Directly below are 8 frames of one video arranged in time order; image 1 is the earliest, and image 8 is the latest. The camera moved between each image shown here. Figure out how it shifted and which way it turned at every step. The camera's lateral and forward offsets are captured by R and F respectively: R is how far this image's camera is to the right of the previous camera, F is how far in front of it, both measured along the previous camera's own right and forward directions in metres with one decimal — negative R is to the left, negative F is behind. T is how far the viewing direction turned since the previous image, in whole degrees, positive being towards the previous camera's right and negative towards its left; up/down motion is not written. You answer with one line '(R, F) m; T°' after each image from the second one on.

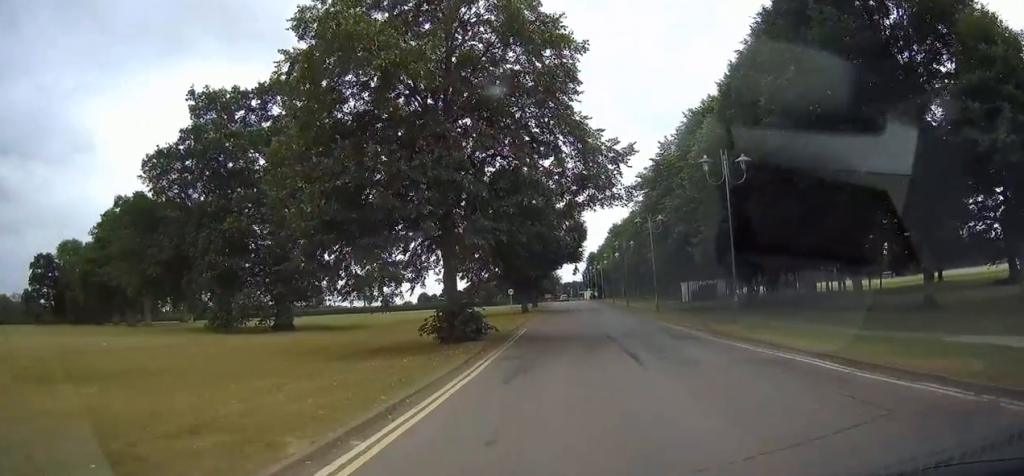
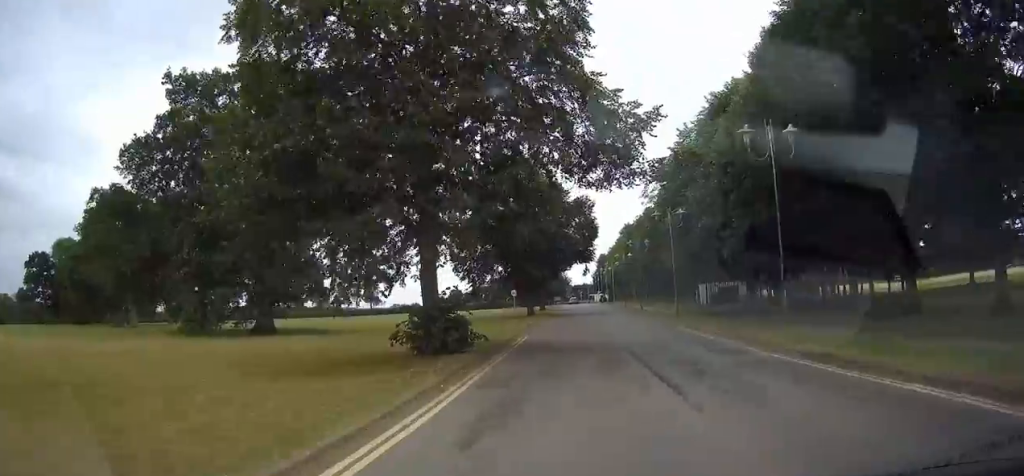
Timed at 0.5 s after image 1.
(0.0, +4.9) m; 0°
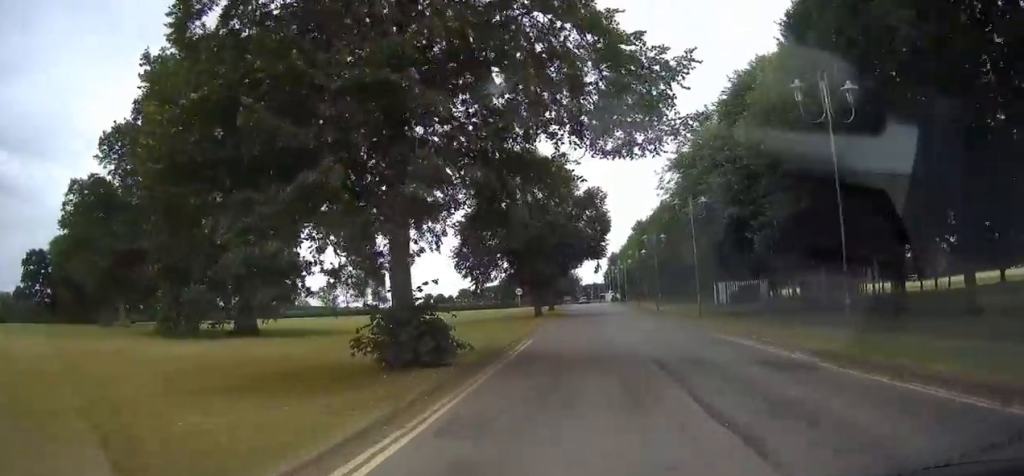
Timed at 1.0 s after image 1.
(0.0, +4.1) m; 0°
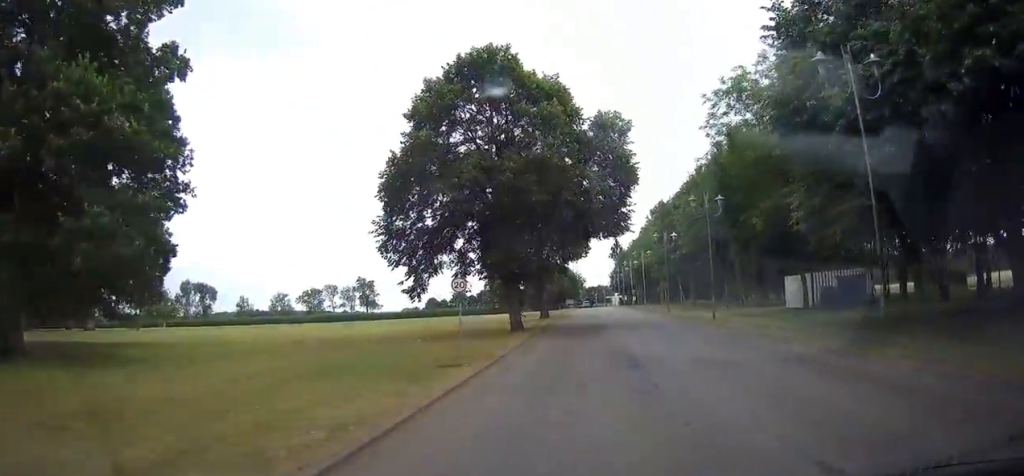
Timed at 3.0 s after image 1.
(+0.3, +22.5) m; +2°
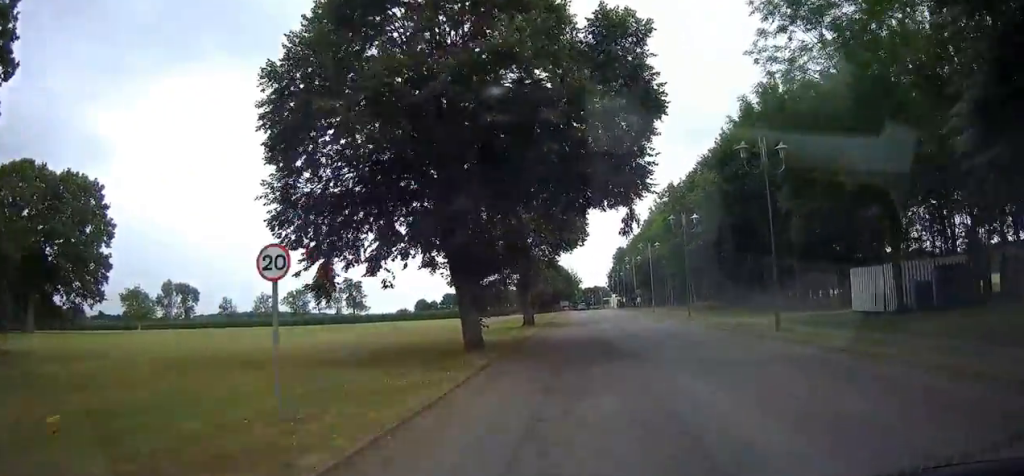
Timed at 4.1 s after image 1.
(+0.1, +11.9) m; +1°
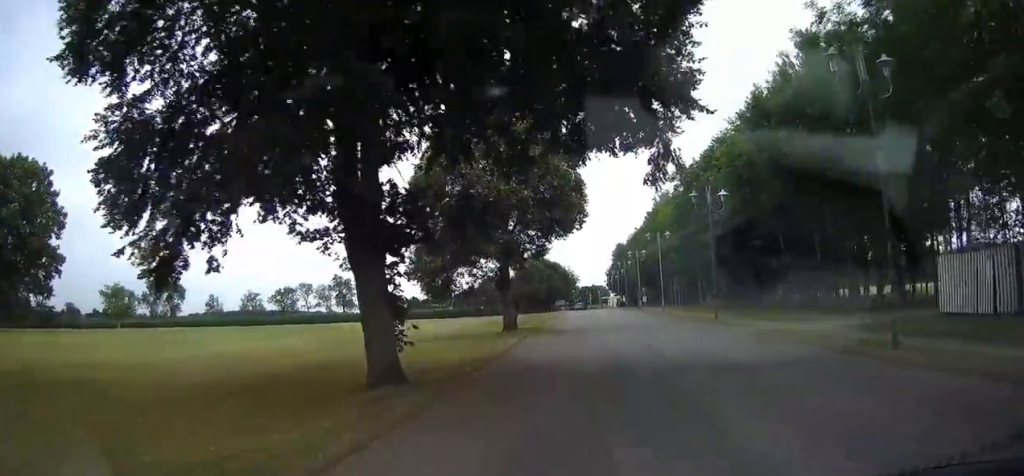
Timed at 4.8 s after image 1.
(0.0, +9.3) m; 0°
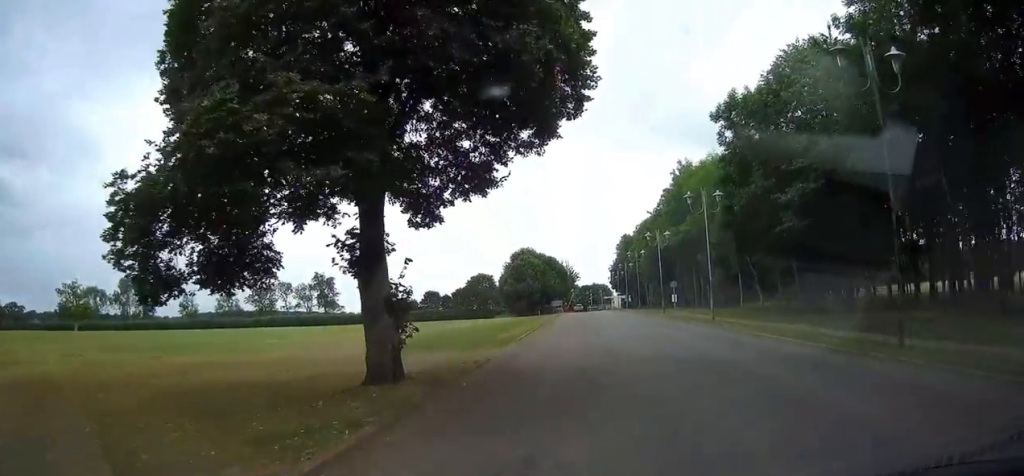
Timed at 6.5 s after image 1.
(0.0, +21.0) m; 0°
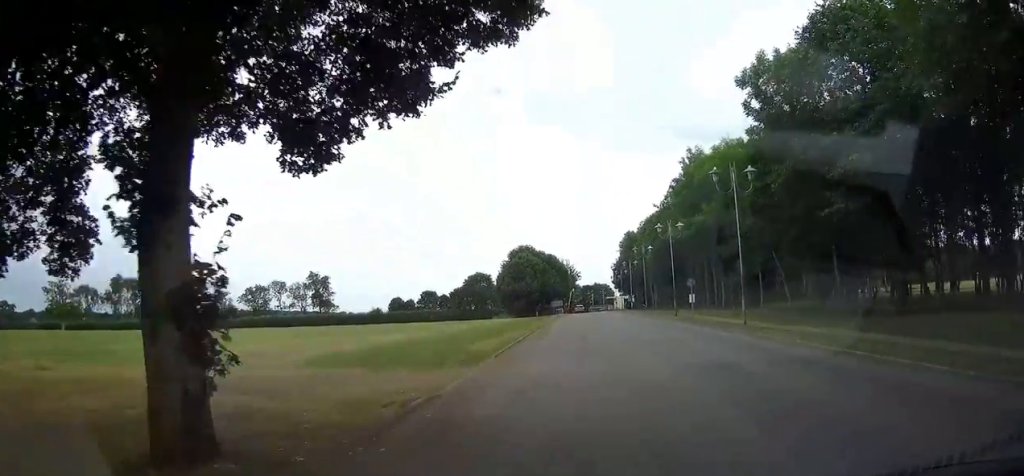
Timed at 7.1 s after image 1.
(0.0, +6.5) m; 0°
